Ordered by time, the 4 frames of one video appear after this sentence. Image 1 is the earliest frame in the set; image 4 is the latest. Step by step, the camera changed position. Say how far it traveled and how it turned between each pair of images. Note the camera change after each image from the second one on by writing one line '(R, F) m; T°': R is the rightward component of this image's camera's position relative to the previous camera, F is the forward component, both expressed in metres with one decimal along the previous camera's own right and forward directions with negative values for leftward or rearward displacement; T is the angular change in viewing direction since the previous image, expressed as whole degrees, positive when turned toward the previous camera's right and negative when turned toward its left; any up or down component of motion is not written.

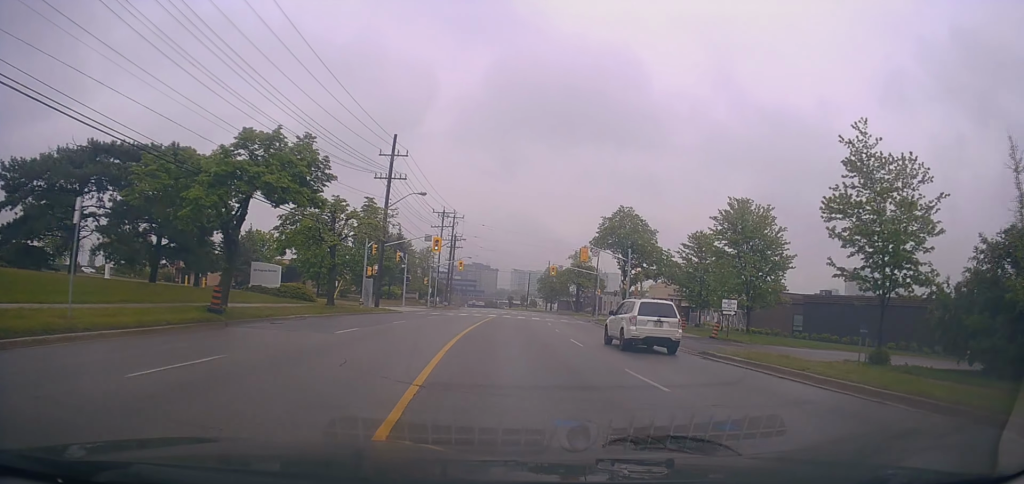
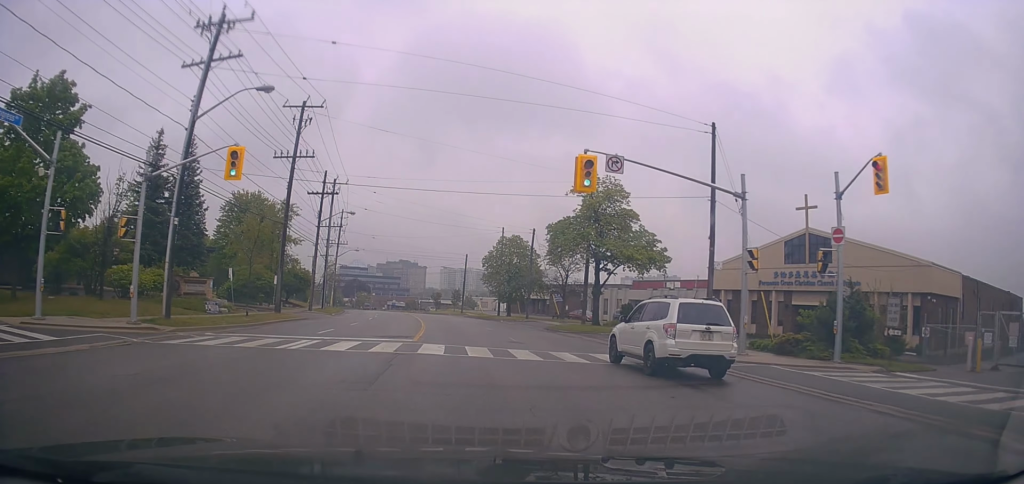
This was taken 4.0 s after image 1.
(+8.2, +52.7) m; +9°
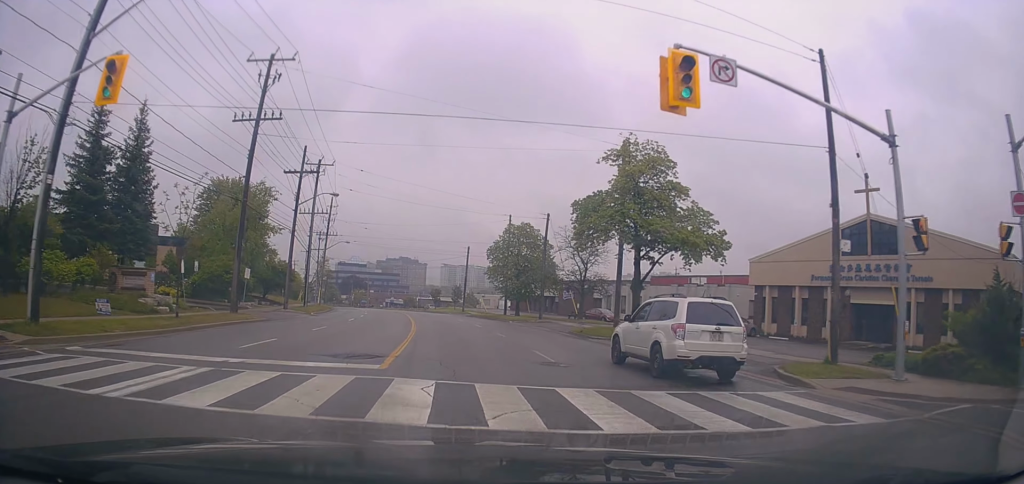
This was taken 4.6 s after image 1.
(-0.3, +7.8) m; -1°
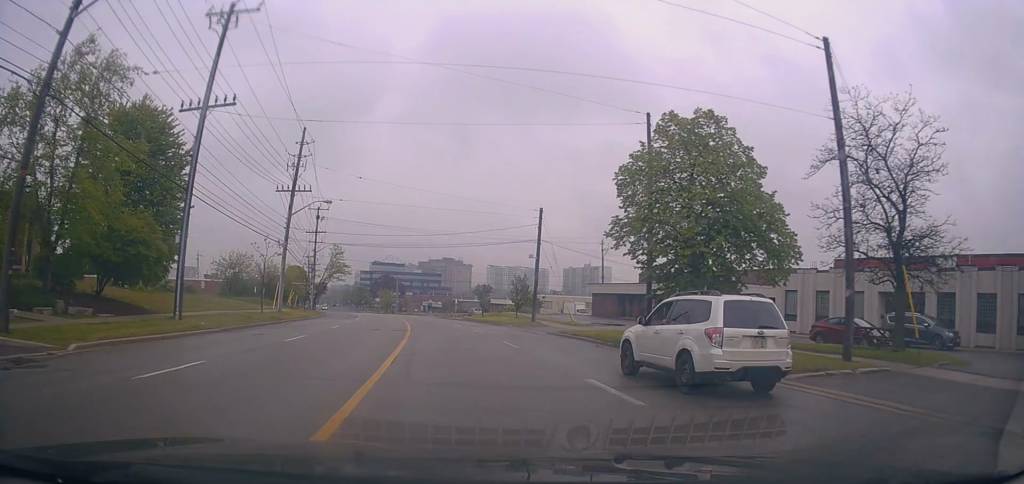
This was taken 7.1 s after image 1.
(+0.5, +32.6) m; -1°
